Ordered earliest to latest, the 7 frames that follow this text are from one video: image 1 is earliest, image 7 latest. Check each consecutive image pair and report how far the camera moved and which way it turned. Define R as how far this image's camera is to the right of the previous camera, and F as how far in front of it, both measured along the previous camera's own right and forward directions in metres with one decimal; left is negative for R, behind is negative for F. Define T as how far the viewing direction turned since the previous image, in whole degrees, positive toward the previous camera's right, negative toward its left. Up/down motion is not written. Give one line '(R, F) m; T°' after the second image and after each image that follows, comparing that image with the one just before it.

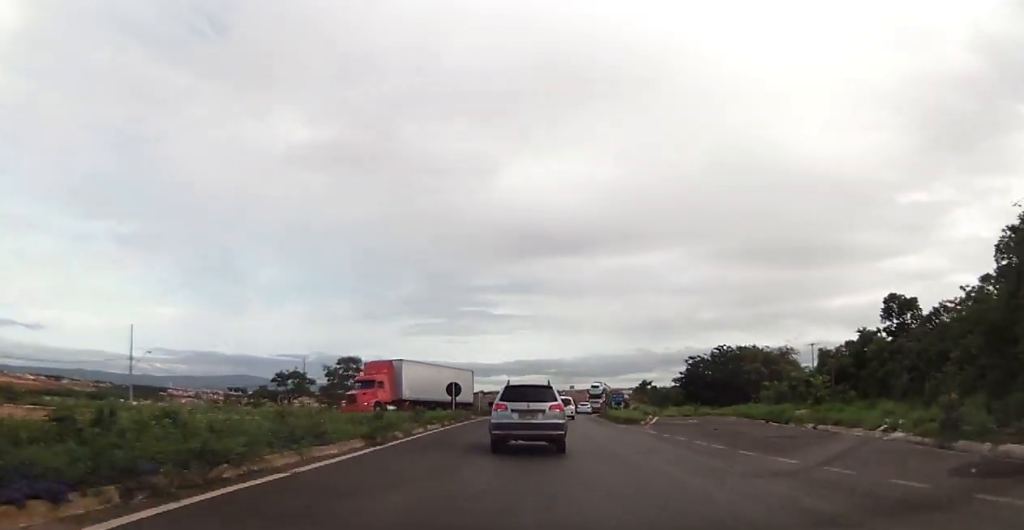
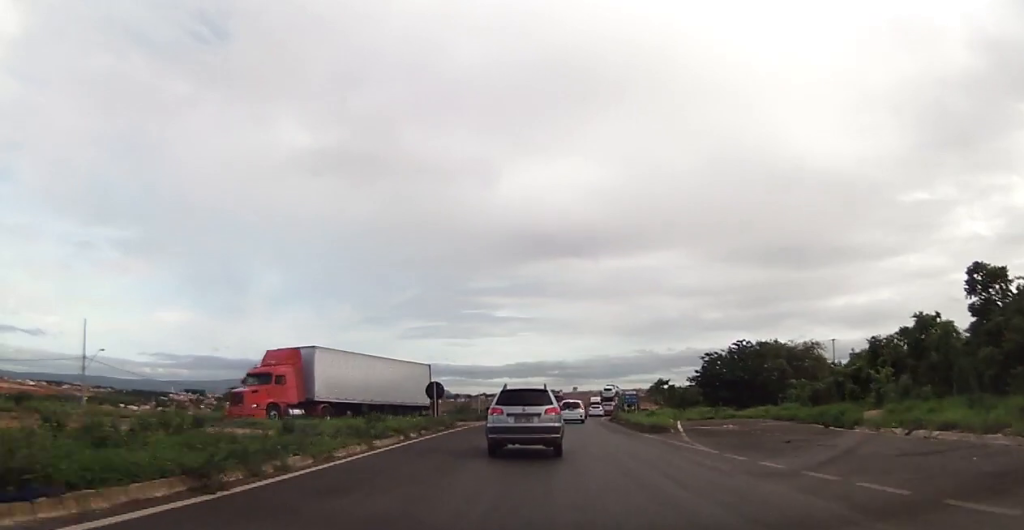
(-0.2, +8.6) m; +1°
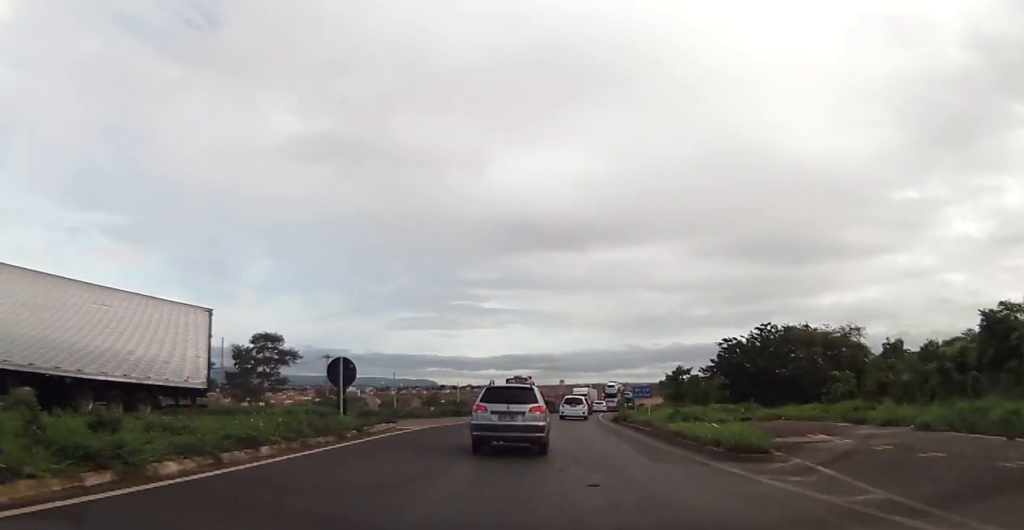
(+0.5, +14.9) m; +2°
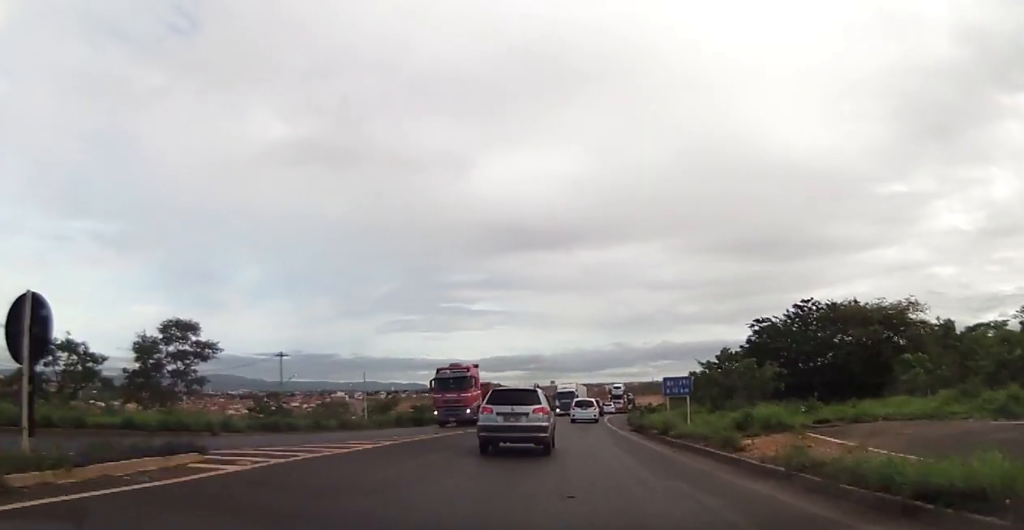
(-0.2, +14.5) m; +1°
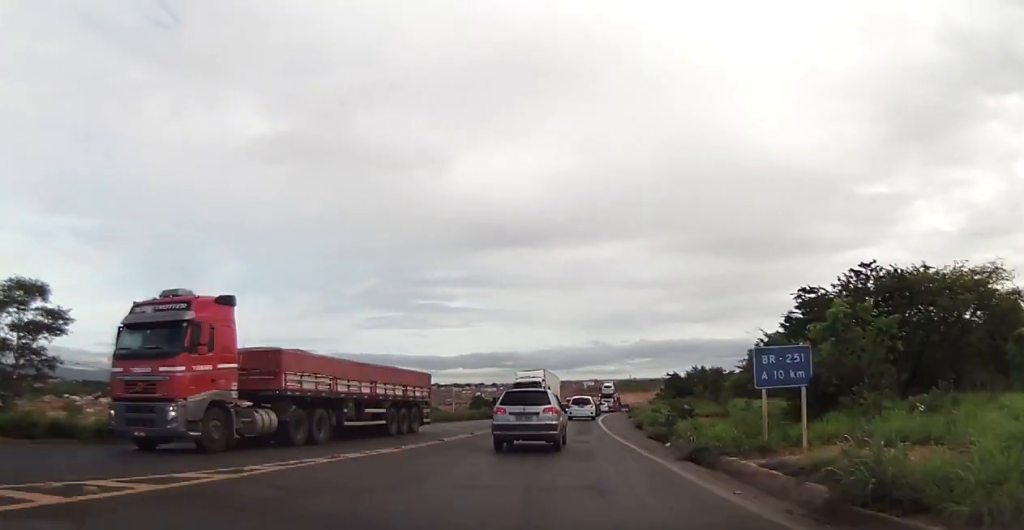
(+0.3, +15.5) m; +1°
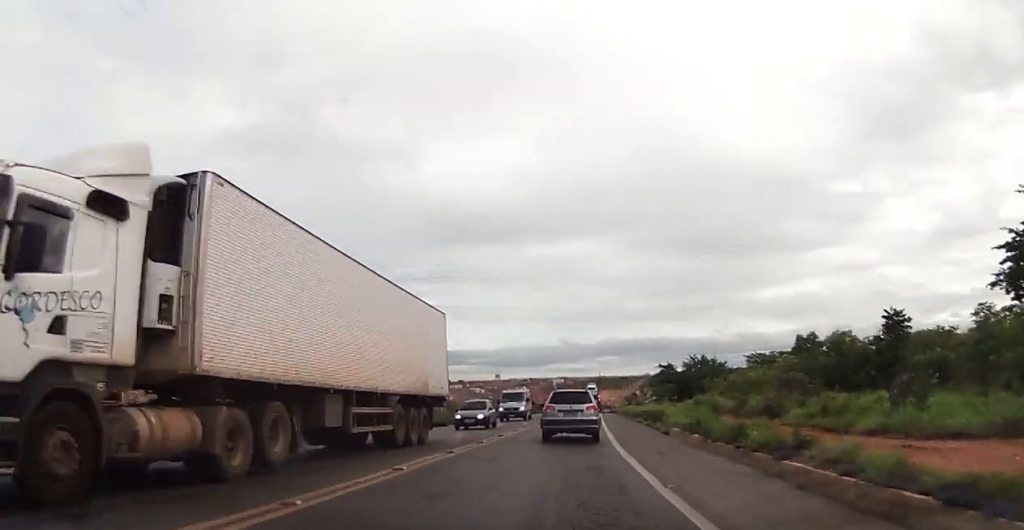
(0.0, +30.2) m; +2°
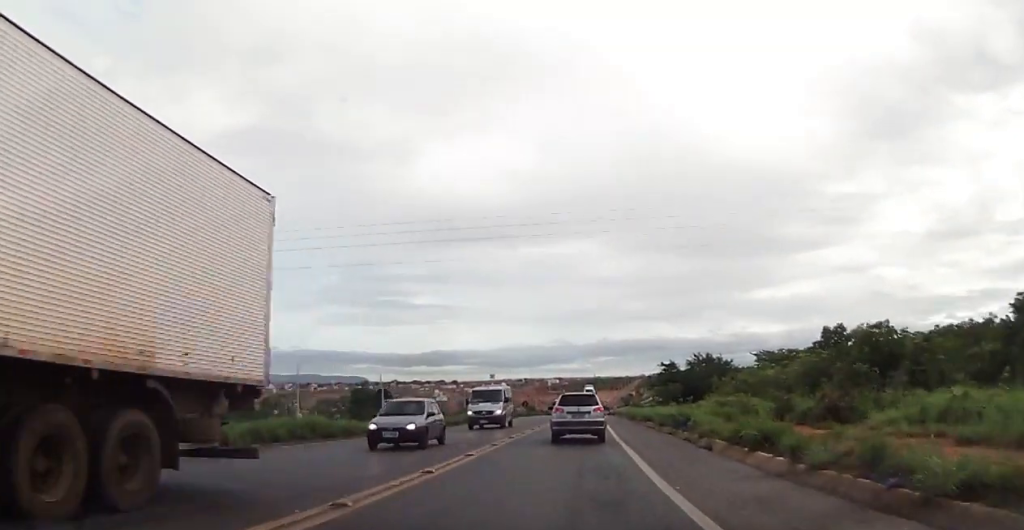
(+0.3, +7.8) m; +1°
